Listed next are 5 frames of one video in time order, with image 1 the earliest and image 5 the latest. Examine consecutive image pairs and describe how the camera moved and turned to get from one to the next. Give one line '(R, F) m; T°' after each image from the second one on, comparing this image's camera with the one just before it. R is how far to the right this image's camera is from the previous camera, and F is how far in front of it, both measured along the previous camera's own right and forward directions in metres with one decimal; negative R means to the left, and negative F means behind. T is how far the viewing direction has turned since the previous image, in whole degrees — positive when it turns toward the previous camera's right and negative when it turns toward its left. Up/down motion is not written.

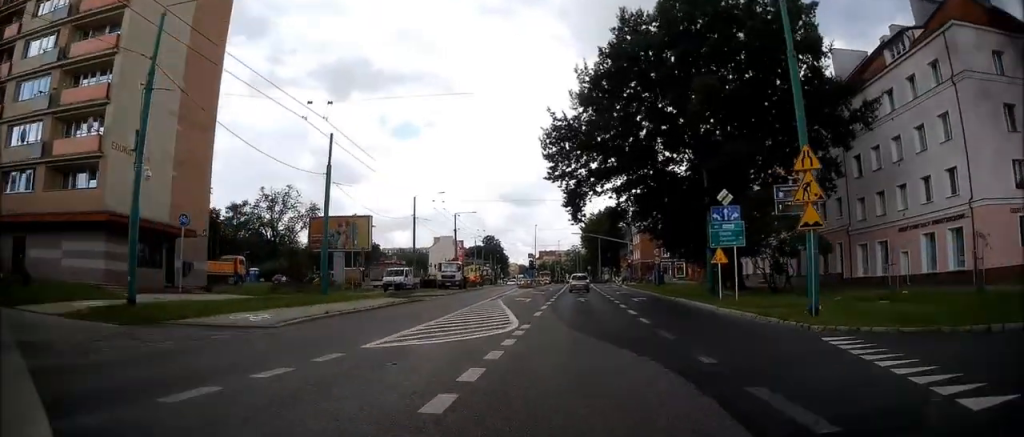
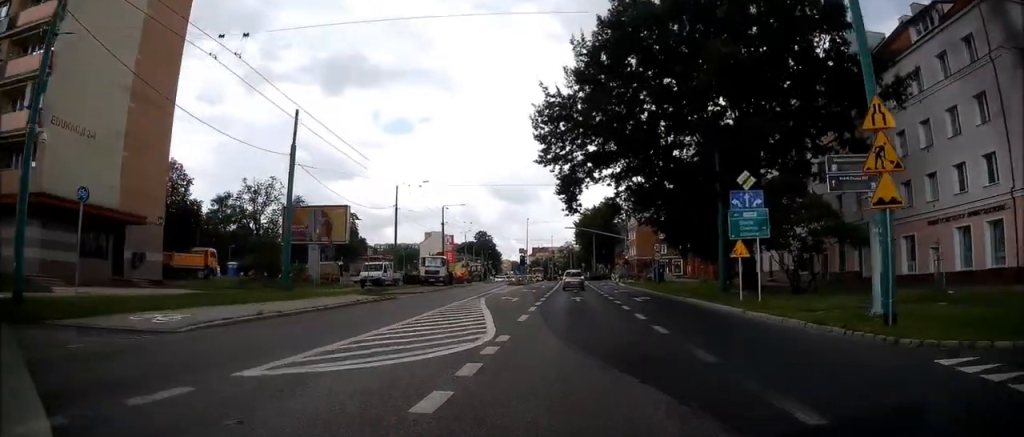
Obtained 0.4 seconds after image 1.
(0.0, +5.2) m; 0°
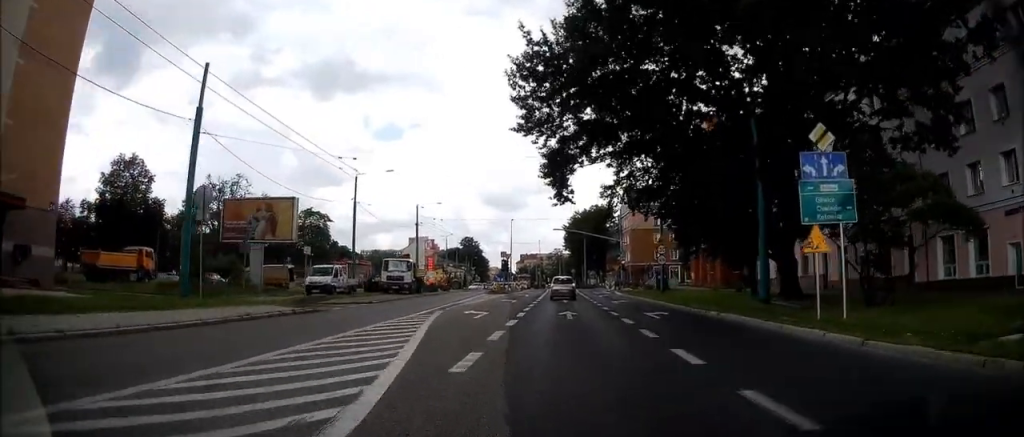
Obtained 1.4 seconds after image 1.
(0.0, +9.4) m; +2°
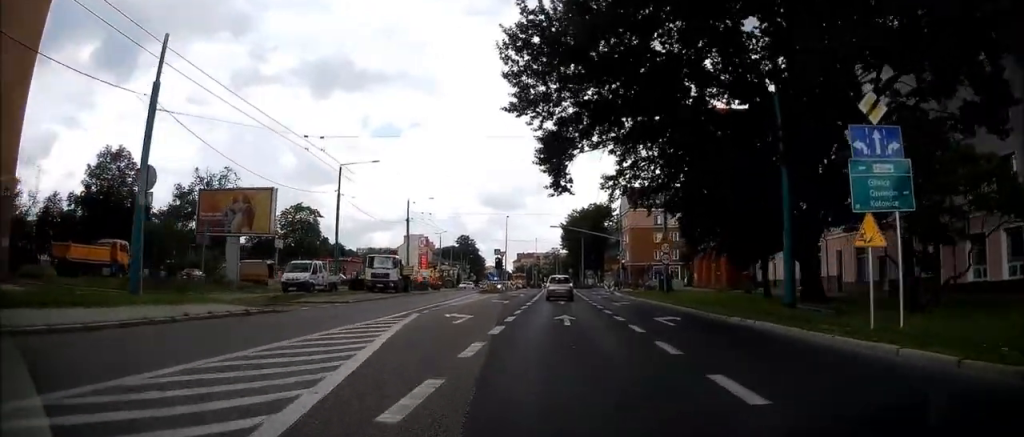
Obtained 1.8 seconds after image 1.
(0.0, +3.2) m; +1°
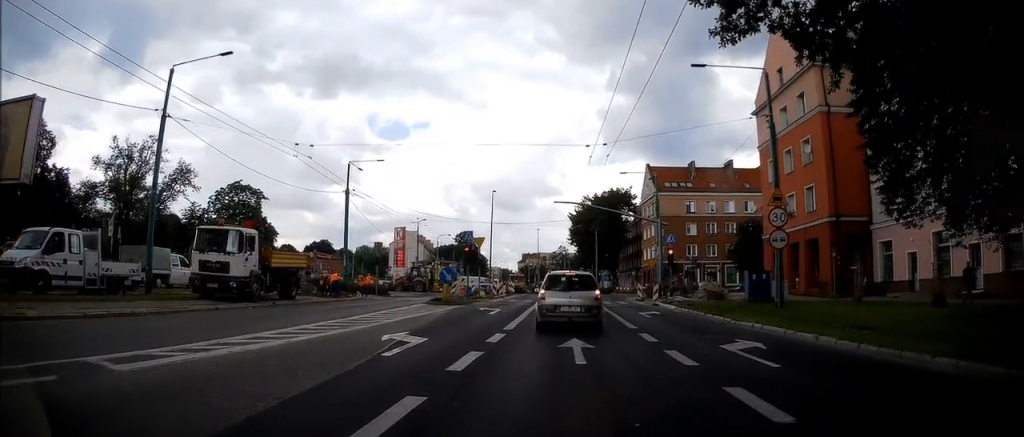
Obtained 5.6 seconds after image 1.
(+0.4, +20.4) m; -1°
